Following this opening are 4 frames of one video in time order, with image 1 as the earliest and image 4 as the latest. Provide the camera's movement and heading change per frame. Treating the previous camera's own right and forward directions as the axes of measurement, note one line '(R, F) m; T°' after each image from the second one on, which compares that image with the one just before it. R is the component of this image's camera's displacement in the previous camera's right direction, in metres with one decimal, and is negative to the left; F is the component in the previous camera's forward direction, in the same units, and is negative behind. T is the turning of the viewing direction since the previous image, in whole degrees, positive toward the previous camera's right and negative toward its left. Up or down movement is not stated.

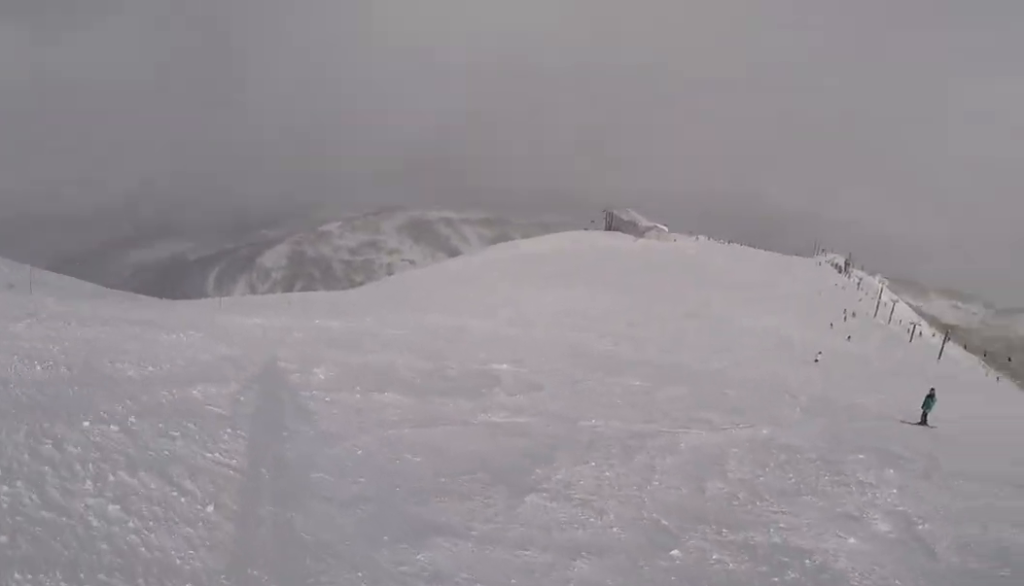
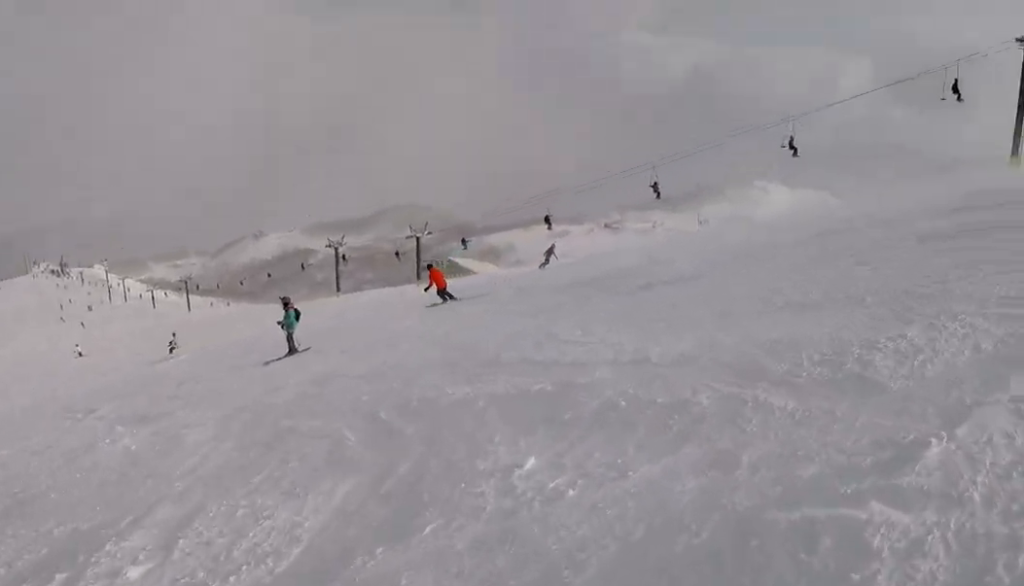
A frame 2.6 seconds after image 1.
(+8.5, +7.1) m; +52°
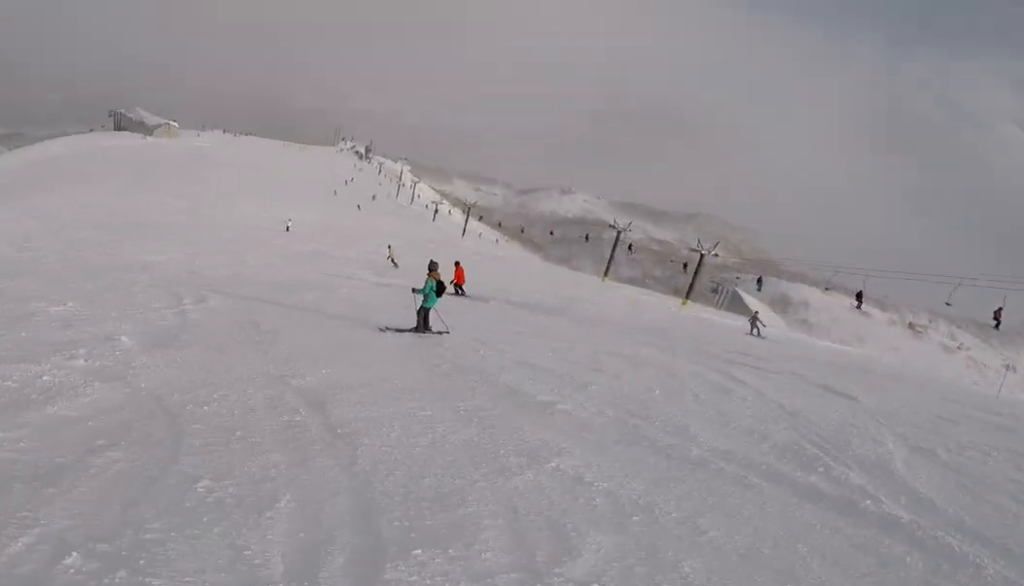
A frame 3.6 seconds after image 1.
(-0.9, +4.0) m; -31°
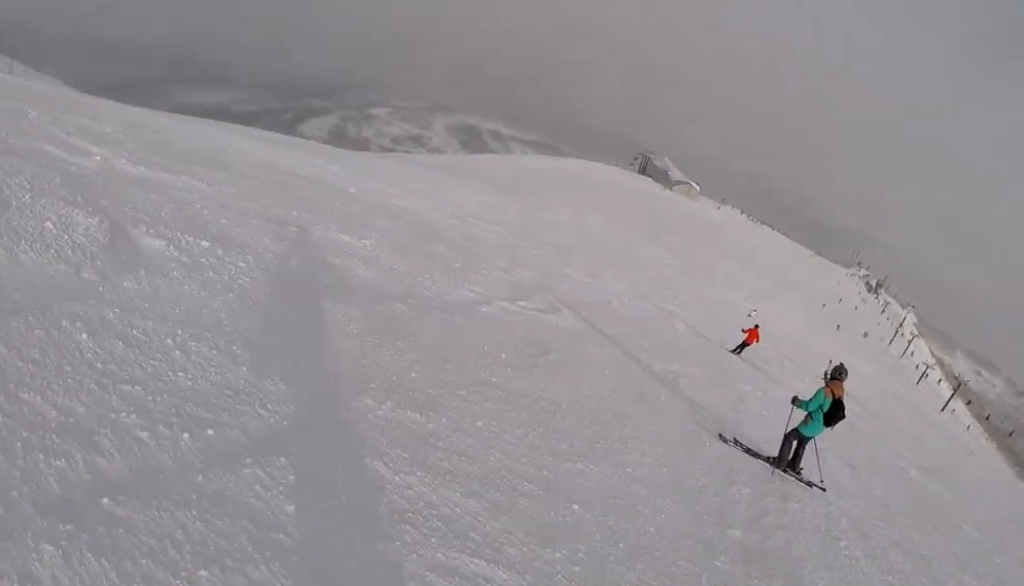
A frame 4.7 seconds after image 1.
(-1.2, +4.2) m; -26°
